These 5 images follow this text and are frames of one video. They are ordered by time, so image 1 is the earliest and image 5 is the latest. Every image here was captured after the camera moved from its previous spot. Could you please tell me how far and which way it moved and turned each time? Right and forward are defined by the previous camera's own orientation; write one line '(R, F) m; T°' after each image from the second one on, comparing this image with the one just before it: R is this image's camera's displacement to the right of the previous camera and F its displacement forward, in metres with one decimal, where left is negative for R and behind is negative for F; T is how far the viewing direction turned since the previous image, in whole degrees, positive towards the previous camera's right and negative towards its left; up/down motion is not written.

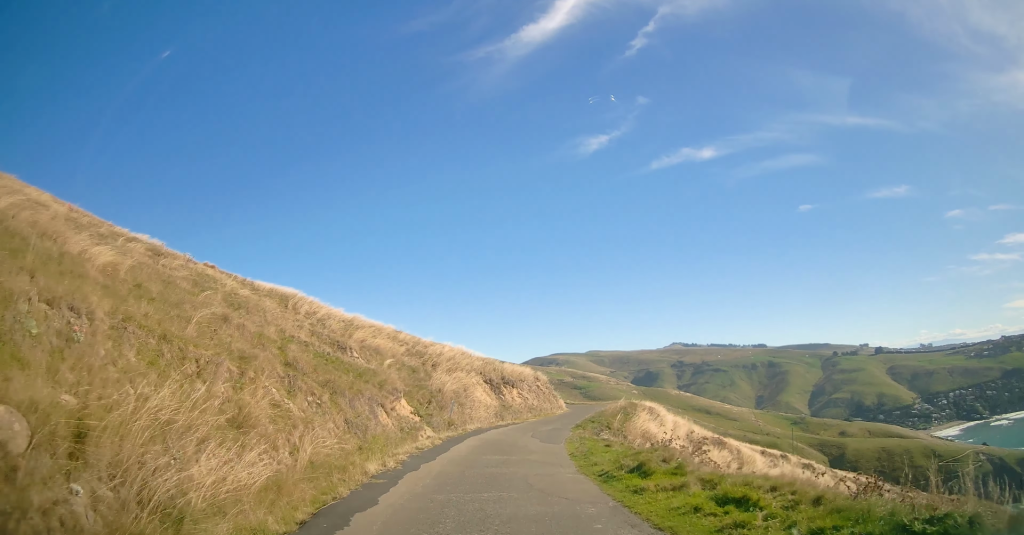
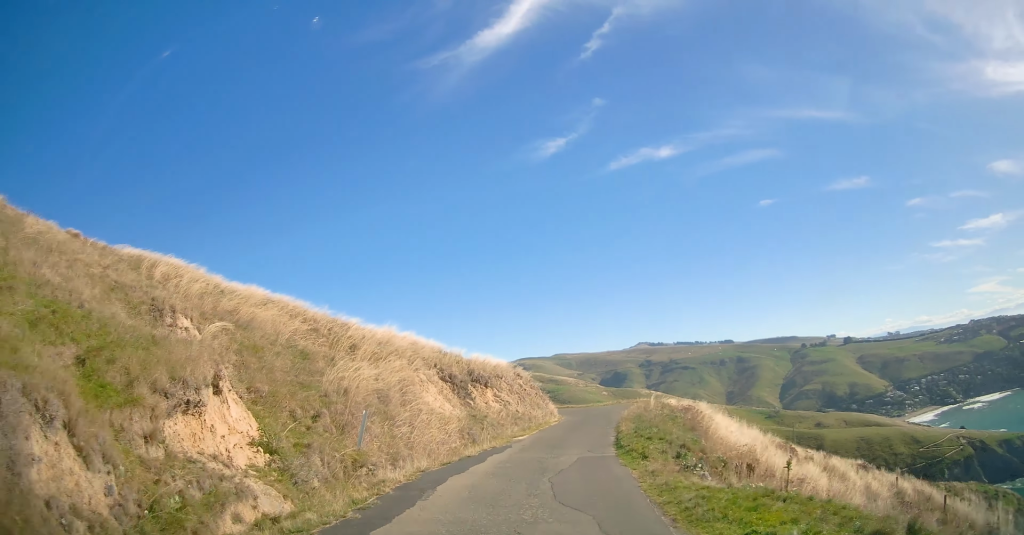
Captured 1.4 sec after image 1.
(+0.1, +14.9) m; +5°
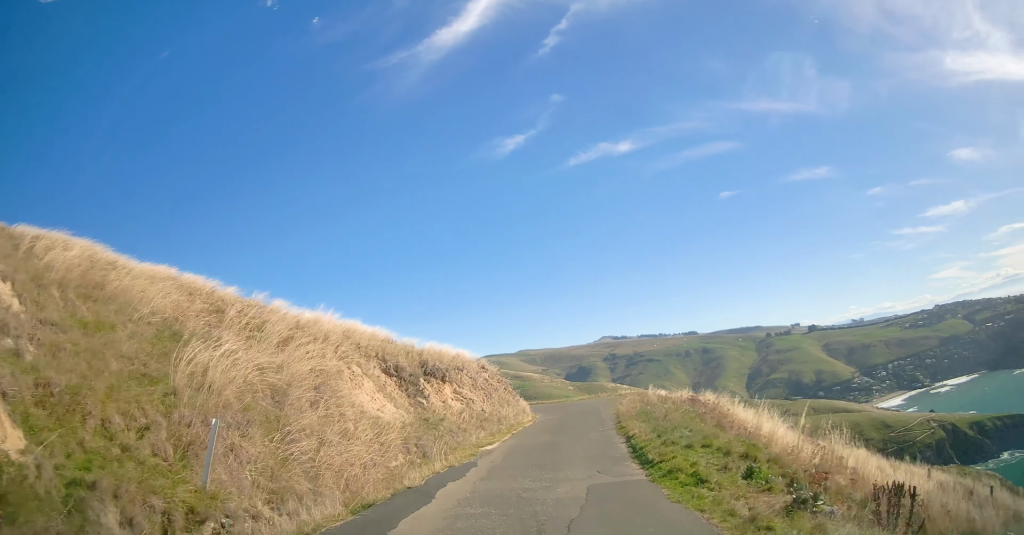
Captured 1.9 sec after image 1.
(+0.2, +5.6) m; +3°
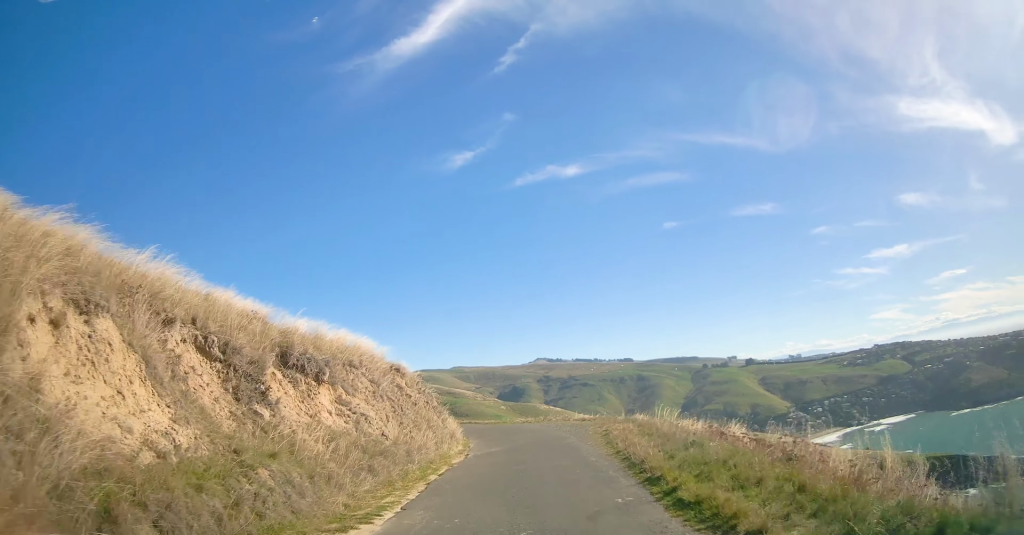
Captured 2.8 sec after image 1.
(+0.5, +9.0) m; +3°
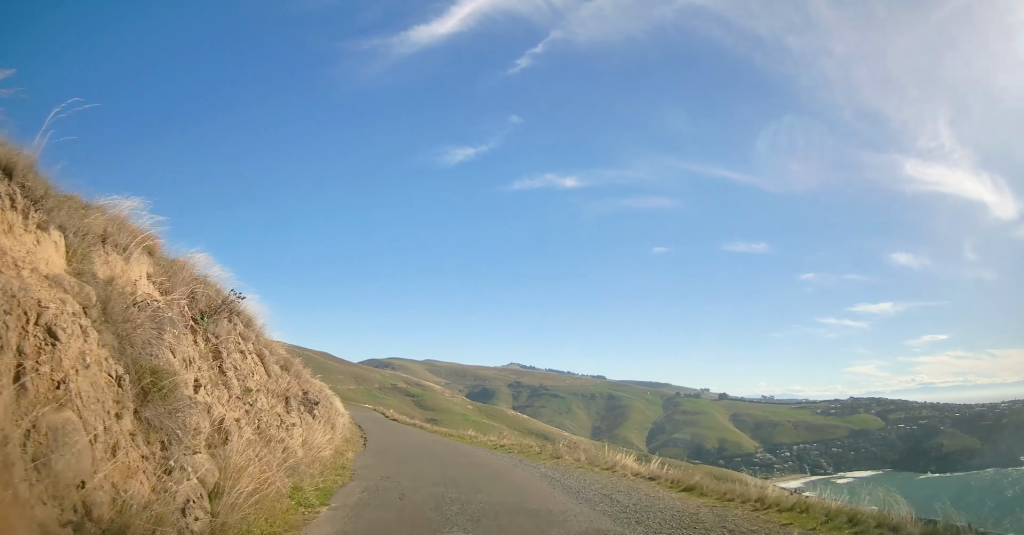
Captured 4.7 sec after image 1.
(+1.4, +17.5) m; +4°
